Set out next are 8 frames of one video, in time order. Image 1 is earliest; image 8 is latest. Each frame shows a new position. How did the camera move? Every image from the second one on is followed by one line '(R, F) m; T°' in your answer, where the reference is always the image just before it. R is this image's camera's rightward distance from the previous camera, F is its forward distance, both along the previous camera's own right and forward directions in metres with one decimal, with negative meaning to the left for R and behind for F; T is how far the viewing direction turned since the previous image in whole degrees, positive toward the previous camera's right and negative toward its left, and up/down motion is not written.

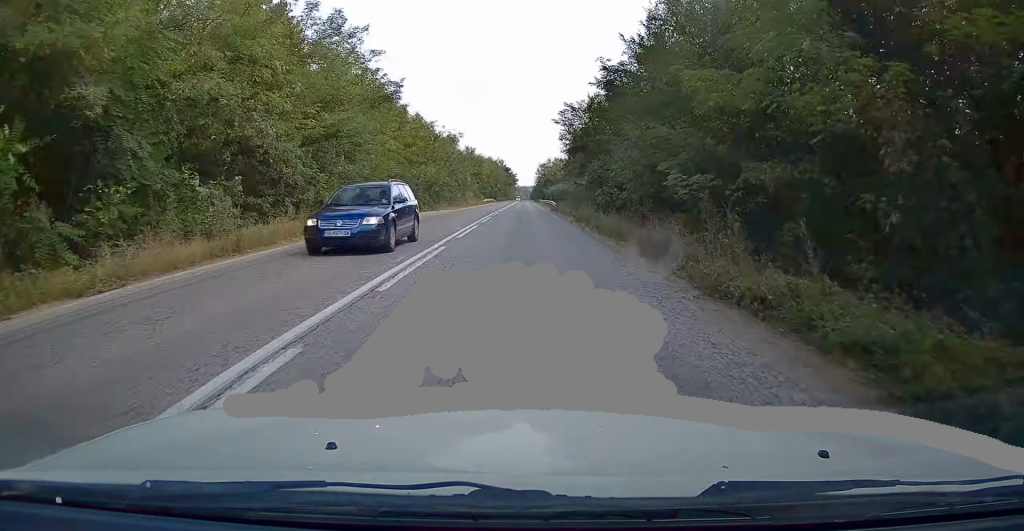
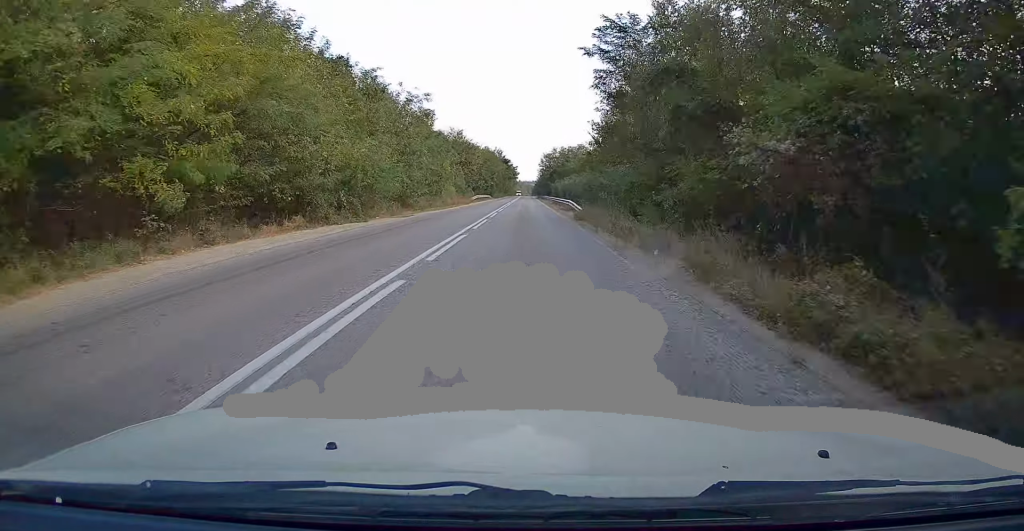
(-0.1, +23.3) m; 0°
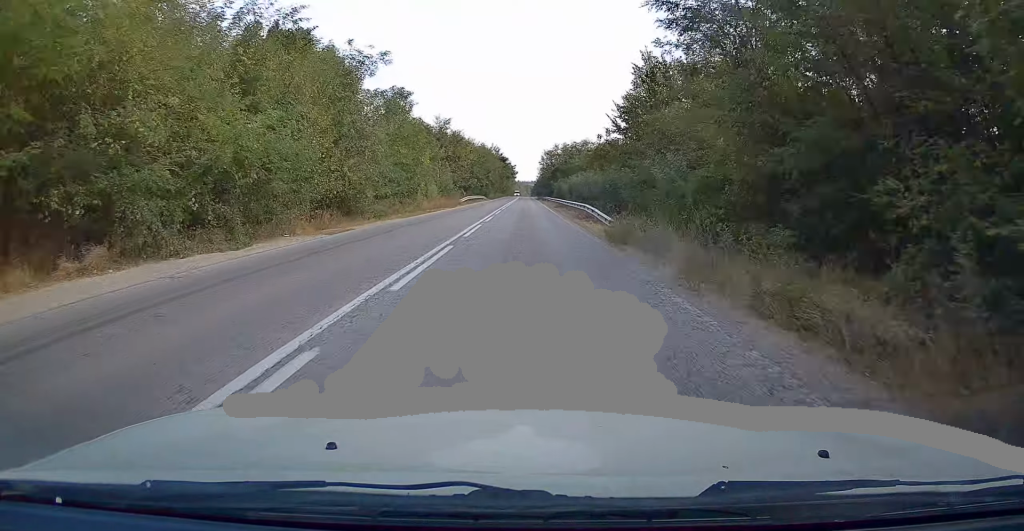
(0.0, +12.1) m; 0°
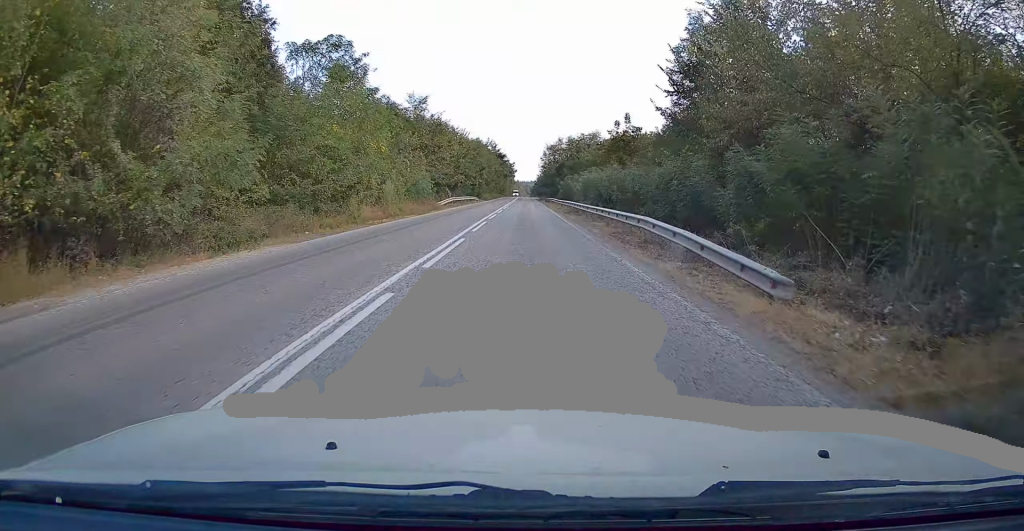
(+0.2, +15.5) m; +1°
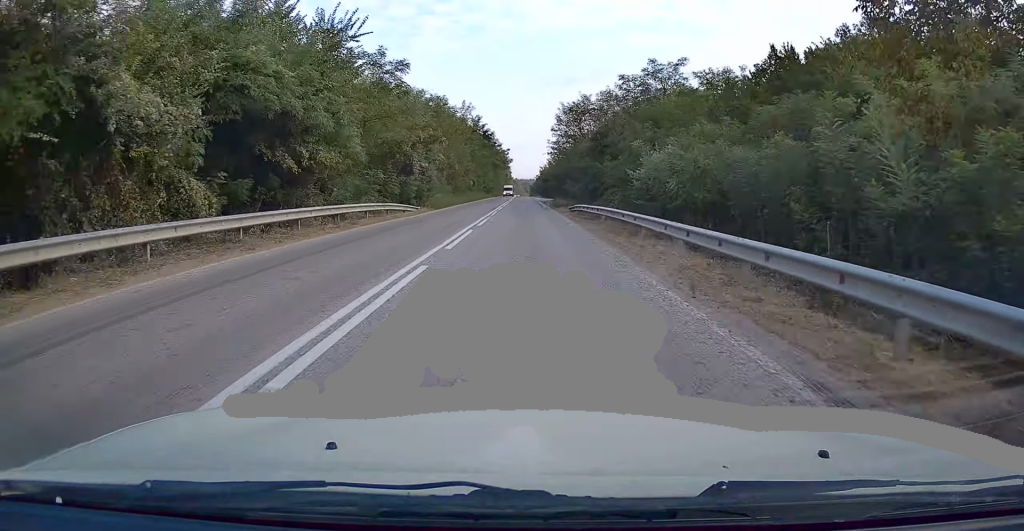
(+0.2, +51.4) m; 0°
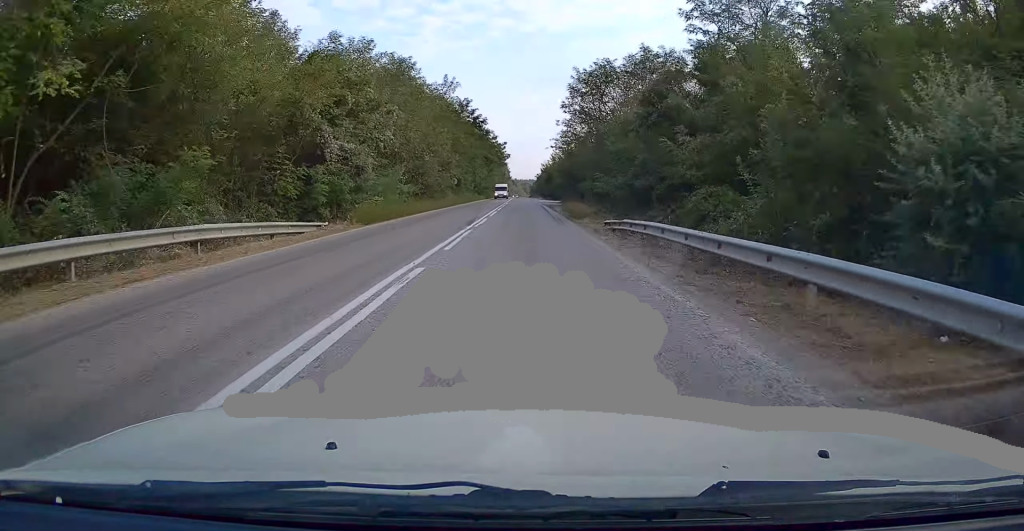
(0.0, +18.4) m; 0°
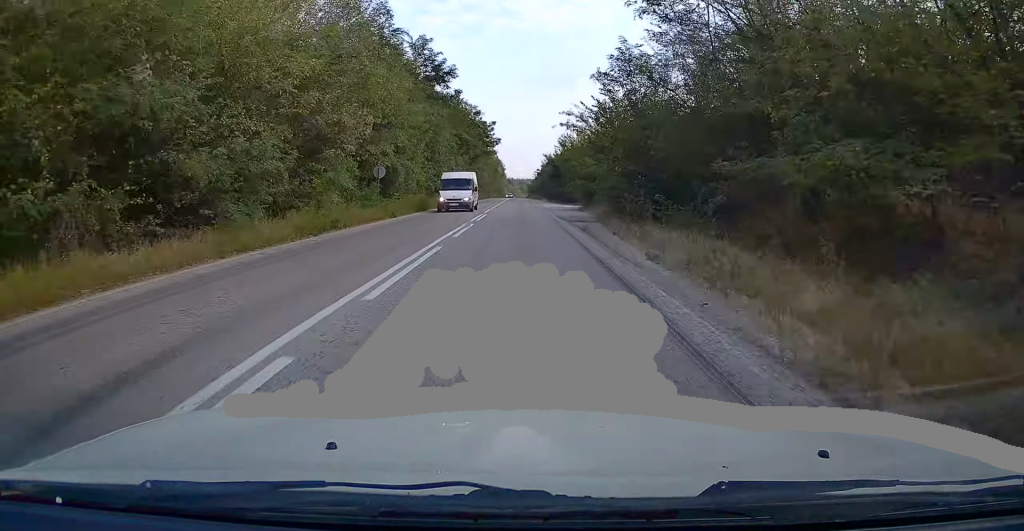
(+0.2, +32.8) m; 0°
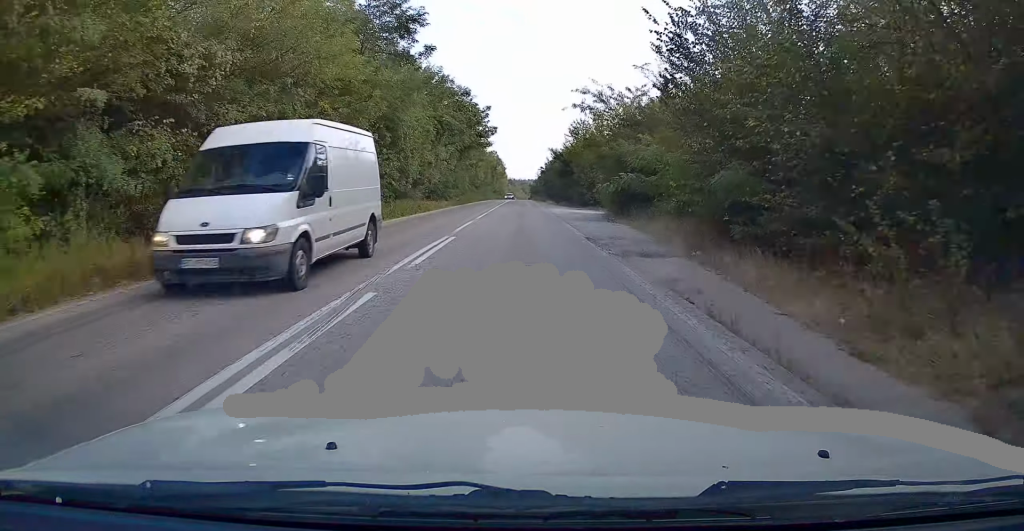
(-0.1, +15.1) m; 0°
